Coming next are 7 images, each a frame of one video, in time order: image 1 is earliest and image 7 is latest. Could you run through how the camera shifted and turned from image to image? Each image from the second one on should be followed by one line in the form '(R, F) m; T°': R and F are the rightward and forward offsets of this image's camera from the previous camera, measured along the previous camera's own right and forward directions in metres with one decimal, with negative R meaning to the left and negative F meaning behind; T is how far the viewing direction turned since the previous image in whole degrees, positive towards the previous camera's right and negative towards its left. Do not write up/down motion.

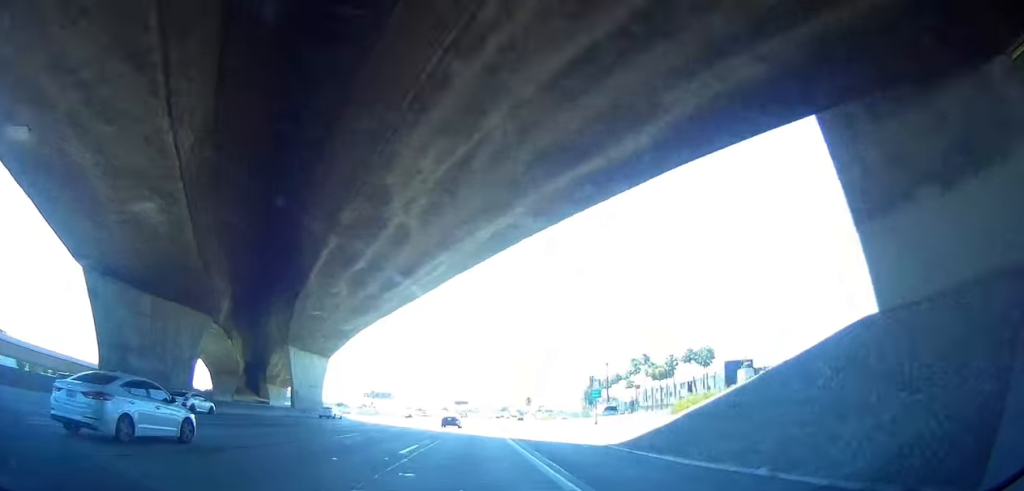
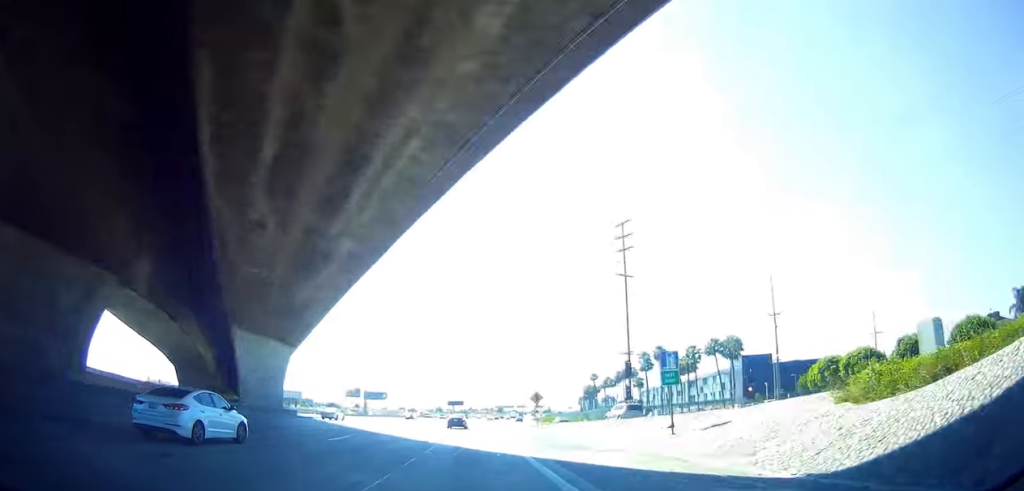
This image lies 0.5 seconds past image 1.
(-0.2, +15.2) m; 0°
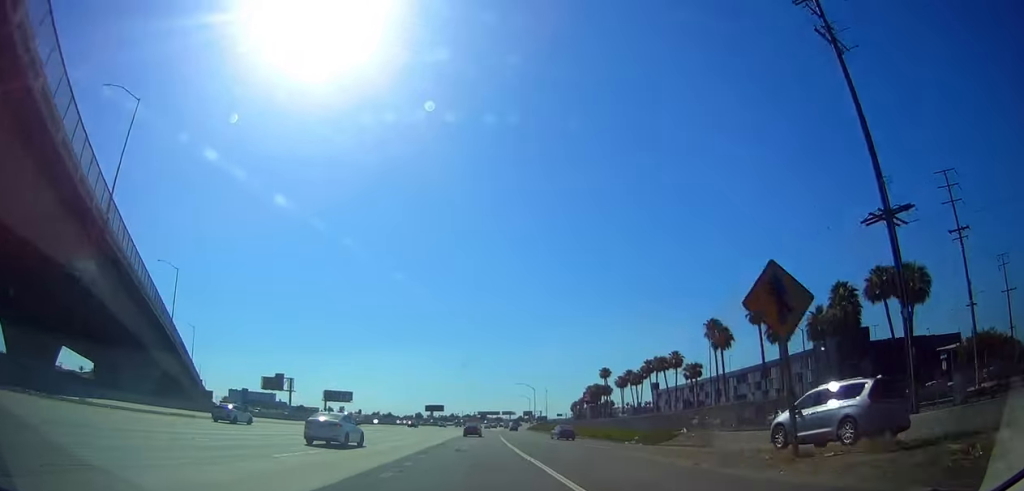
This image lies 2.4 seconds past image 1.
(-0.5, +52.3) m; -1°
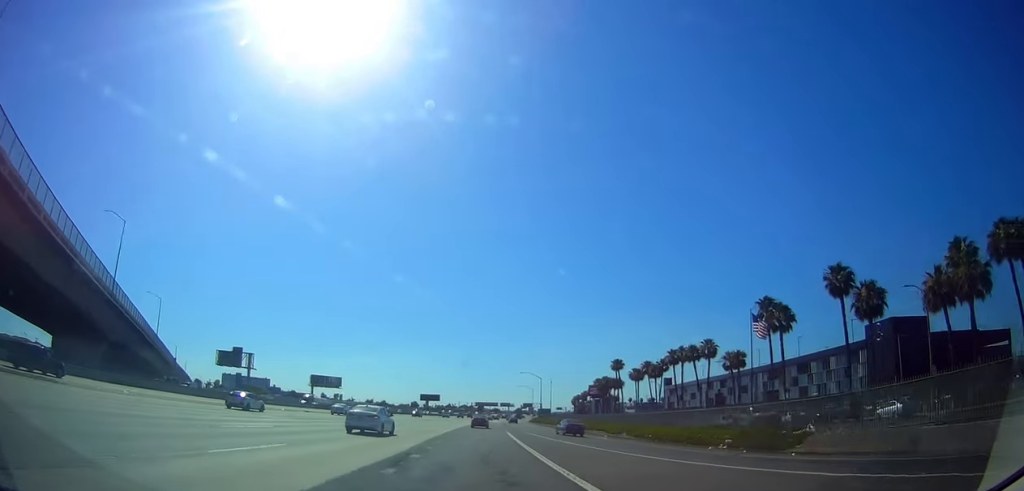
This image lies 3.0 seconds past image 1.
(+0.6, +19.0) m; +3°
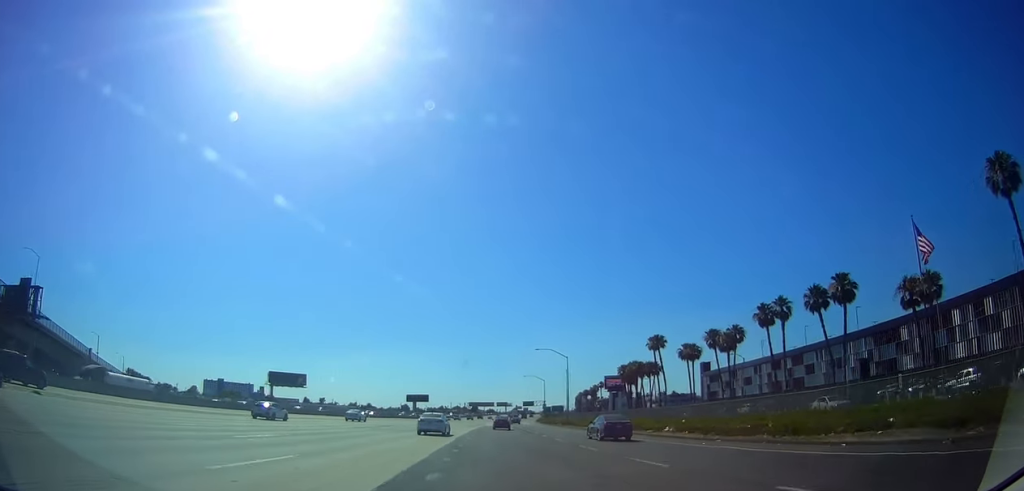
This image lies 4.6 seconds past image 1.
(+2.0, +45.2) m; +2°
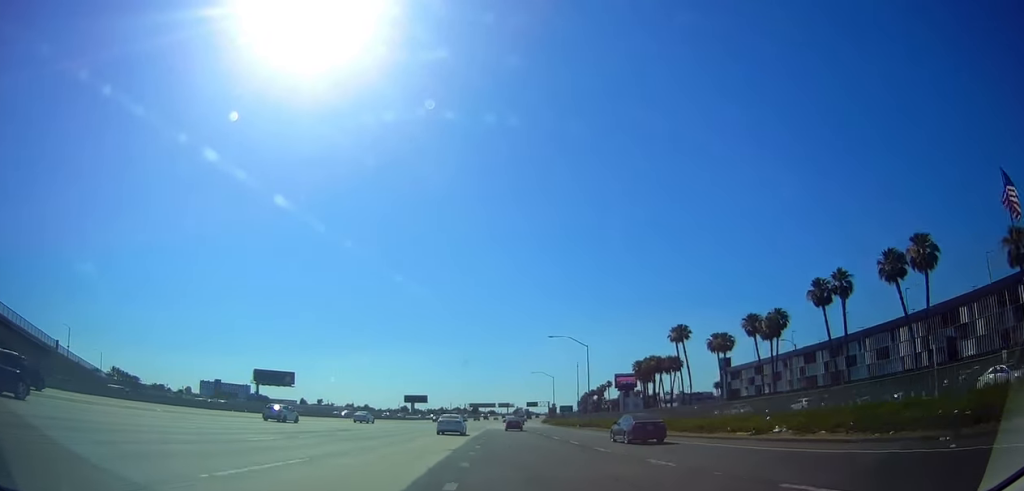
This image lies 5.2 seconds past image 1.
(-0.6, +15.1) m; 0°
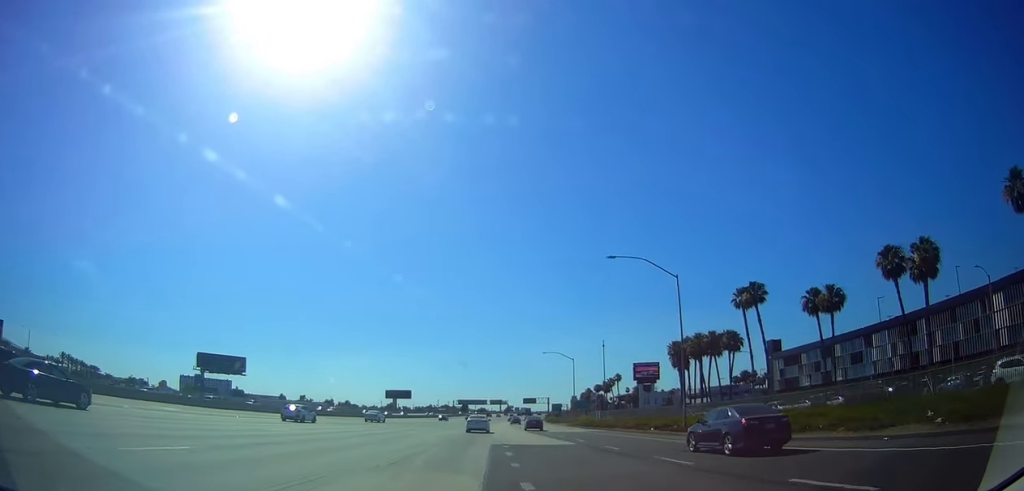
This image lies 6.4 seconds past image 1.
(+0.5, +36.0) m; +2°
